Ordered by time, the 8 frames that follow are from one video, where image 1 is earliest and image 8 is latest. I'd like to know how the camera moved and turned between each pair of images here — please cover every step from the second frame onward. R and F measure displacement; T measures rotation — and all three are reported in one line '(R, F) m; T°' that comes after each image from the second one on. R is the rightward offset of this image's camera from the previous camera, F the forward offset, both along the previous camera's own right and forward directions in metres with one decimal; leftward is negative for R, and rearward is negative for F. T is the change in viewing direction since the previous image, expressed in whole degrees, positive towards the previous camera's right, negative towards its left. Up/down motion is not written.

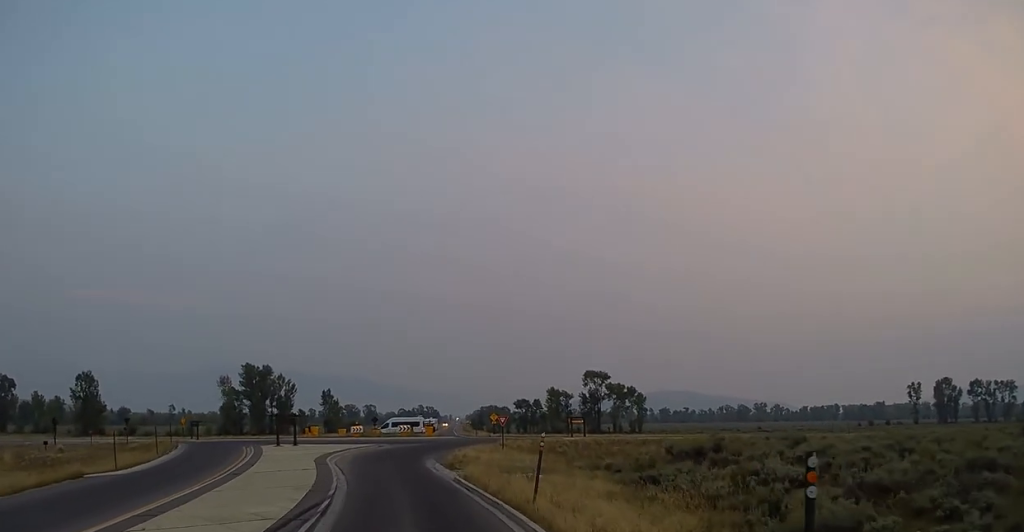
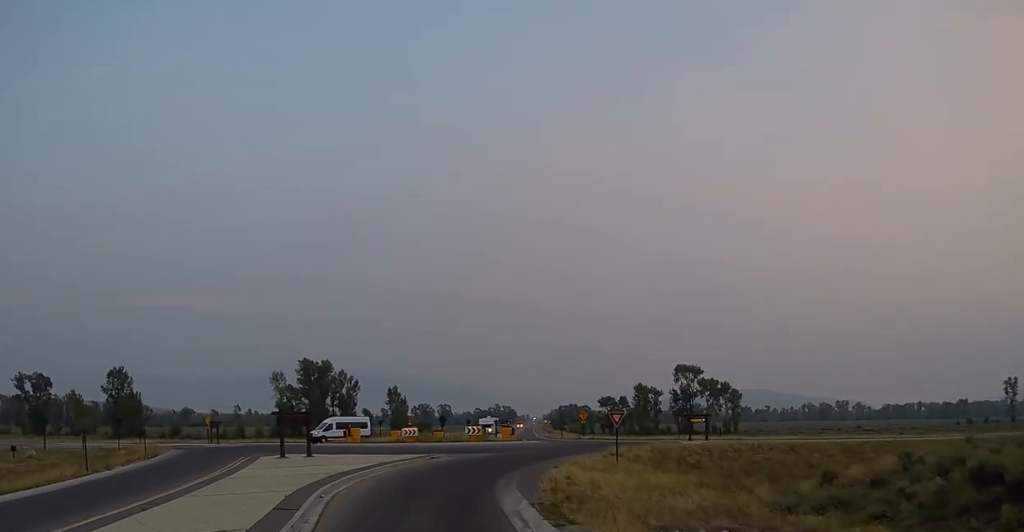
(-1.6, +16.5) m; -8°
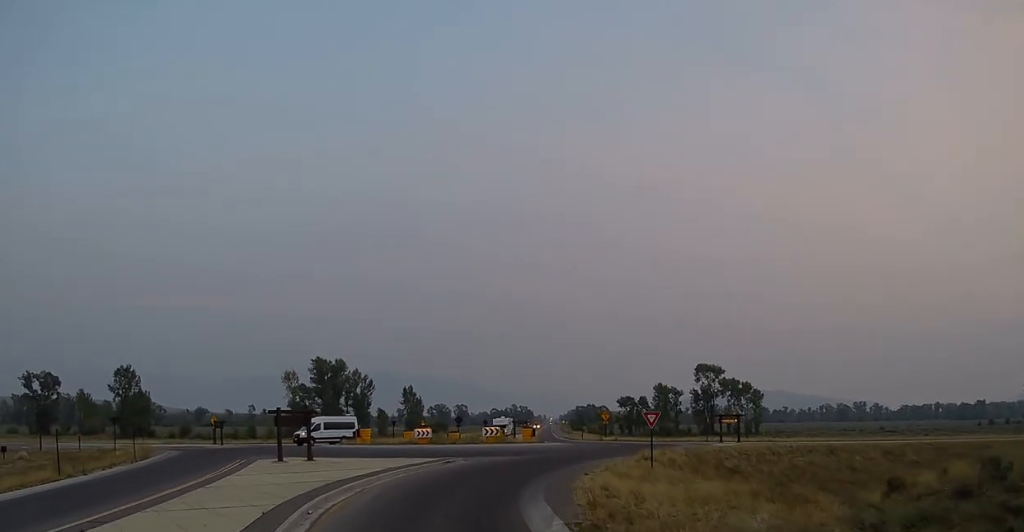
(-0.1, +3.3) m; -1°
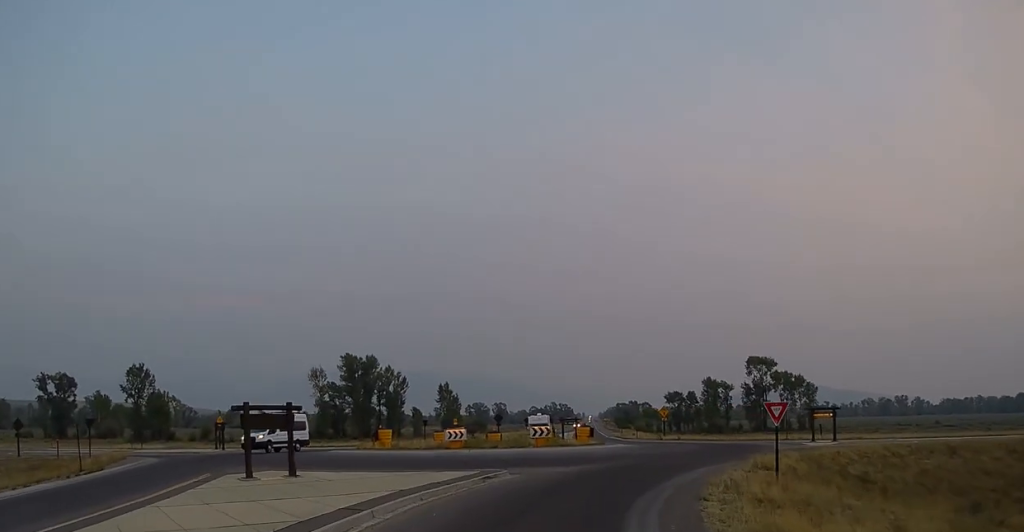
(-0.3, +9.3) m; +1°
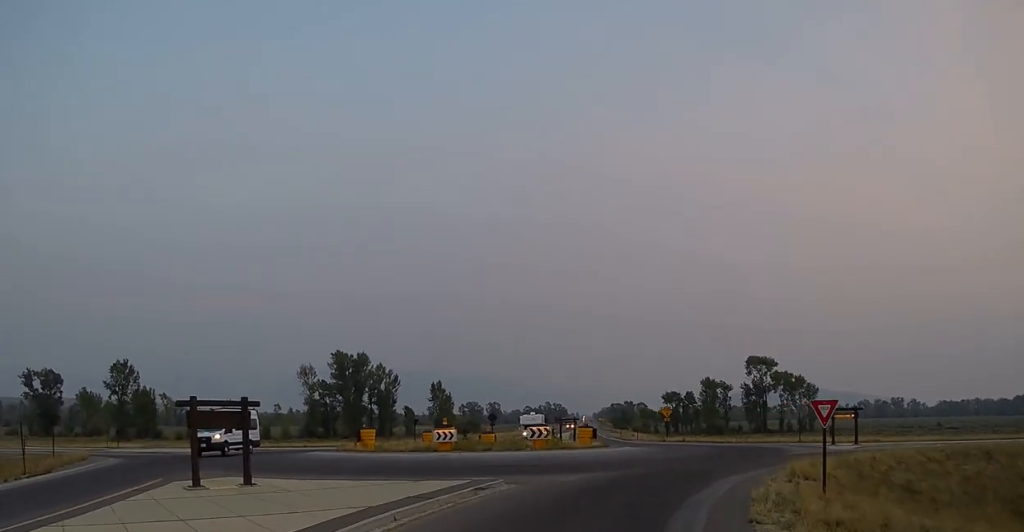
(+0.1, +3.6) m; +3°
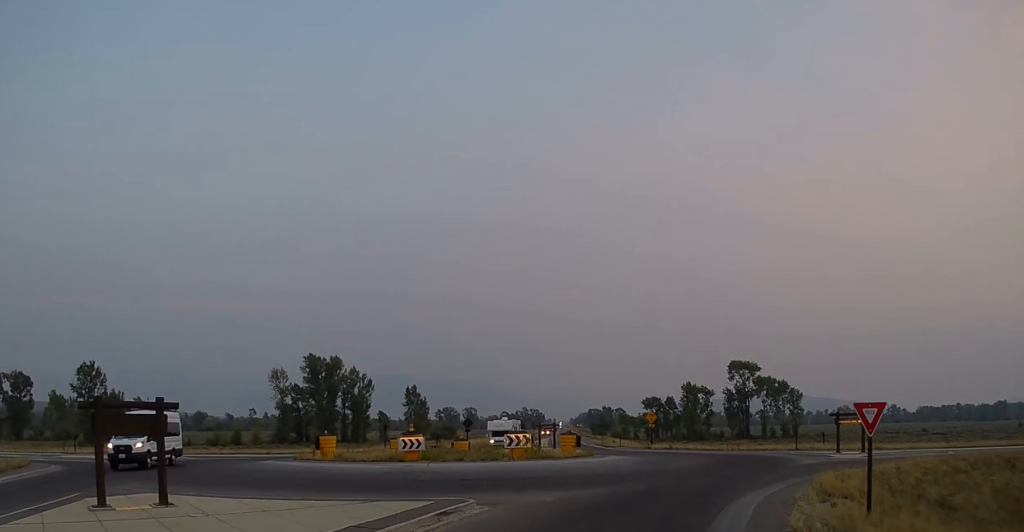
(+0.1, +3.7) m; +3°
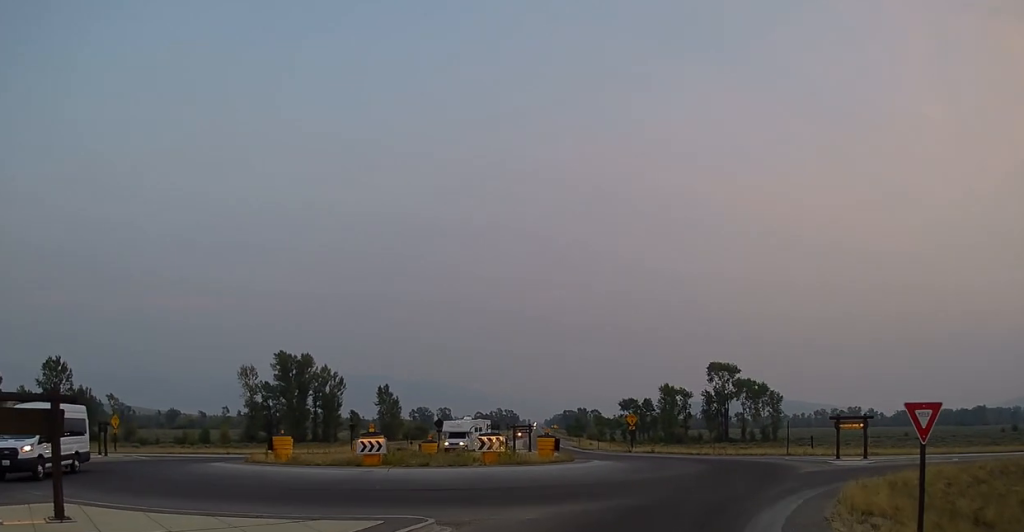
(+0.1, +3.1) m; +2°
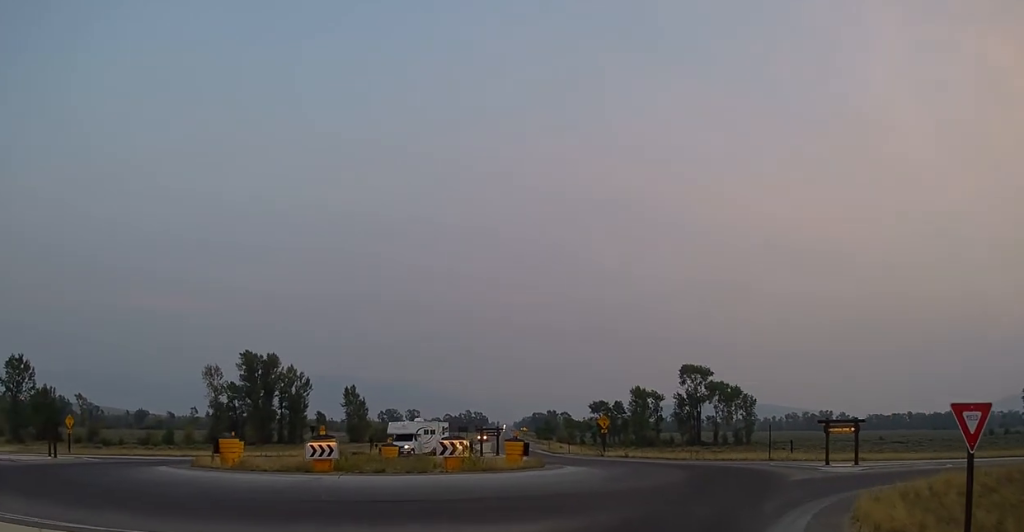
(0.0, +2.5) m; +2°
